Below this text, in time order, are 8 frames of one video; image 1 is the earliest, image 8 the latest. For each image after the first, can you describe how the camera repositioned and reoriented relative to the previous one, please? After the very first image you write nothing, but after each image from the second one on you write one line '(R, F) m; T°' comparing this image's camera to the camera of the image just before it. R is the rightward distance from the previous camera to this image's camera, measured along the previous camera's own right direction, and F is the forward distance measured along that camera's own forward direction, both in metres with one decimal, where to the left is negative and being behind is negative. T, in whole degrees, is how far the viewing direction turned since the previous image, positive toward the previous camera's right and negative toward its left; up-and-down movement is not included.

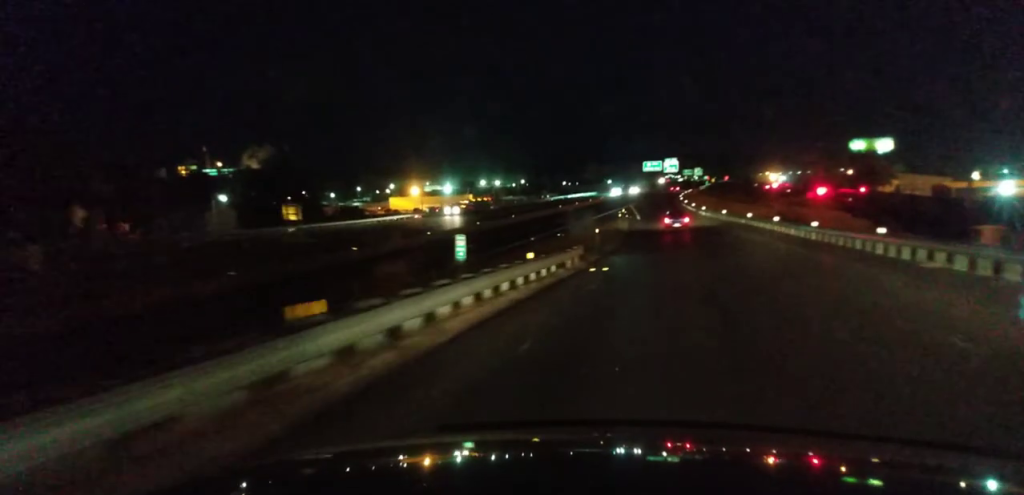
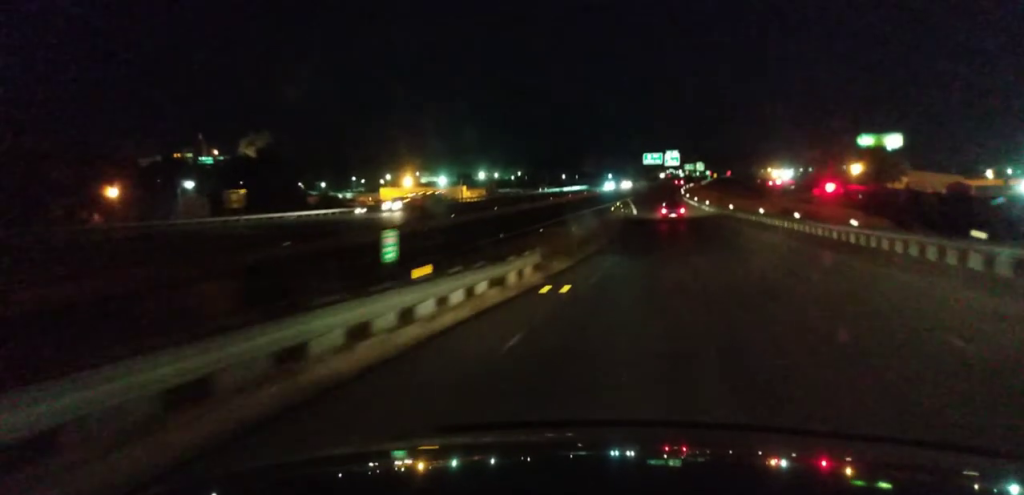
(0.0, +10.9) m; 0°
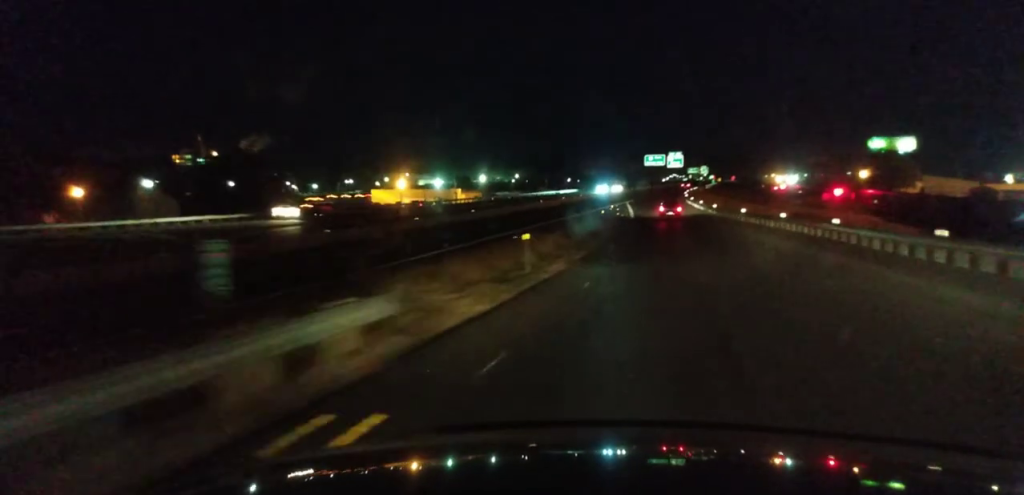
(0.0, +13.2) m; 0°
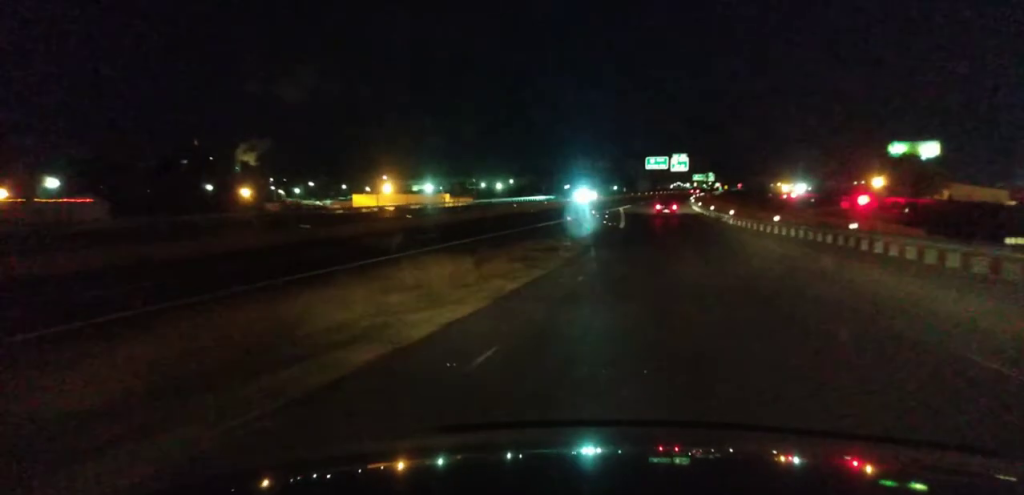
(-0.2, +22.4) m; -1°
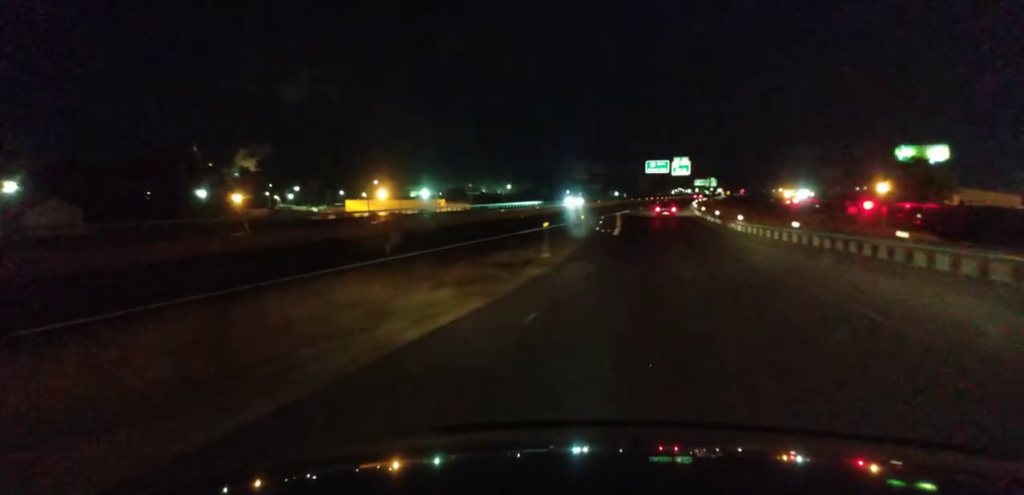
(-0.1, +7.6) m; 0°
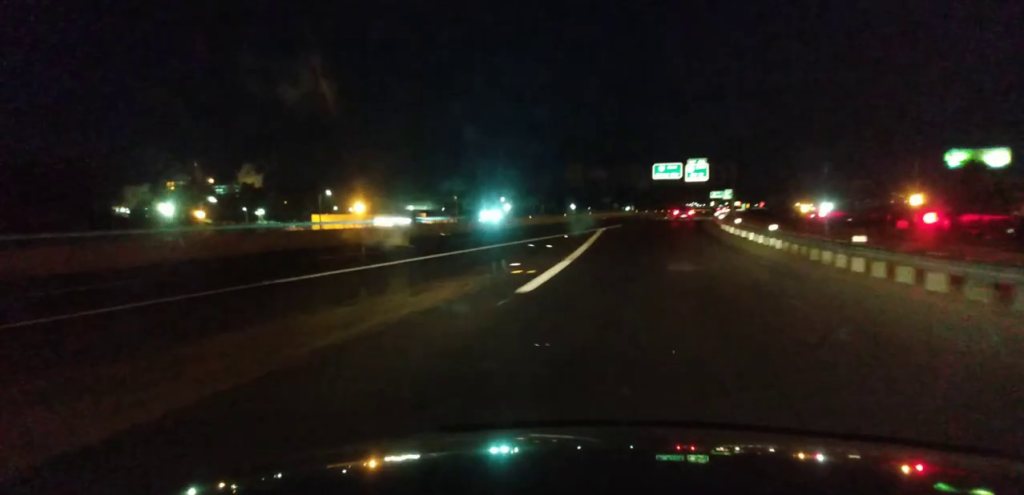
(+0.5, +35.5) m; 0°
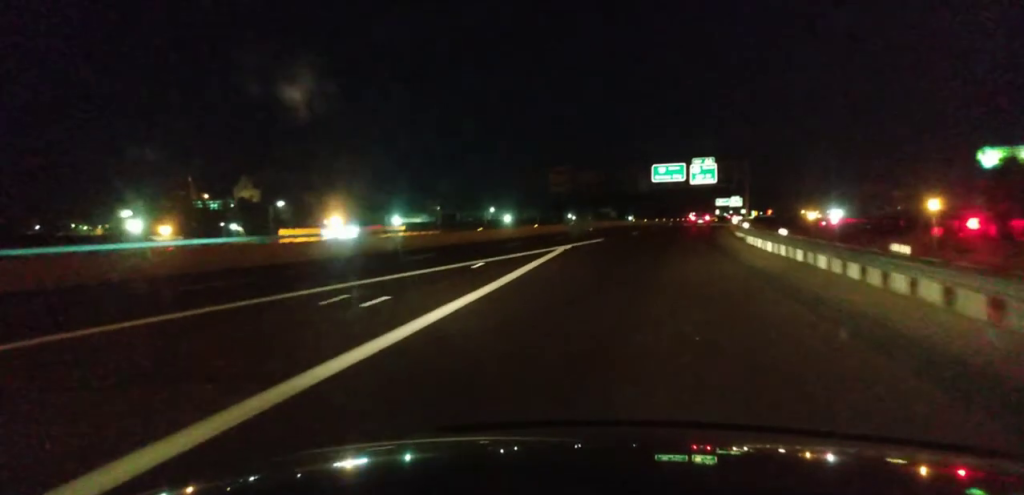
(-0.2, +22.6) m; -1°
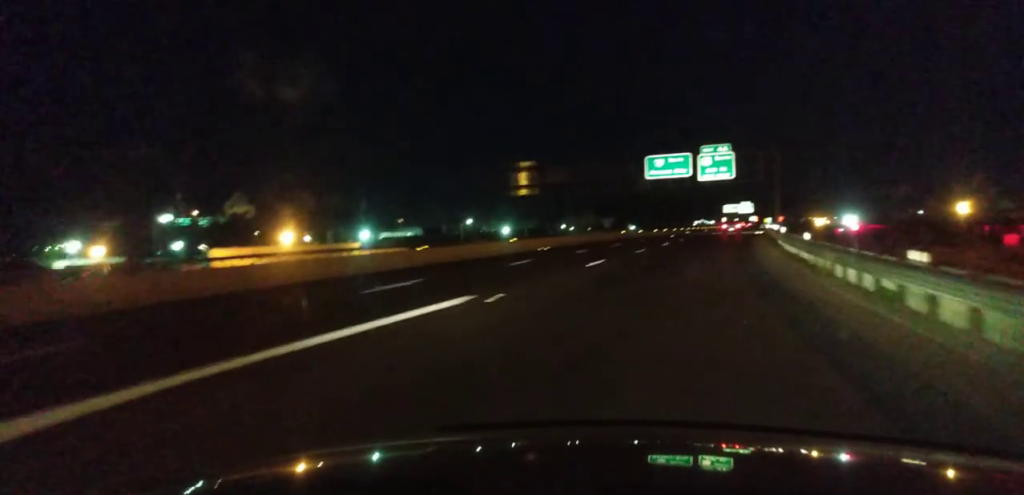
(+0.1, +34.3) m; +2°
